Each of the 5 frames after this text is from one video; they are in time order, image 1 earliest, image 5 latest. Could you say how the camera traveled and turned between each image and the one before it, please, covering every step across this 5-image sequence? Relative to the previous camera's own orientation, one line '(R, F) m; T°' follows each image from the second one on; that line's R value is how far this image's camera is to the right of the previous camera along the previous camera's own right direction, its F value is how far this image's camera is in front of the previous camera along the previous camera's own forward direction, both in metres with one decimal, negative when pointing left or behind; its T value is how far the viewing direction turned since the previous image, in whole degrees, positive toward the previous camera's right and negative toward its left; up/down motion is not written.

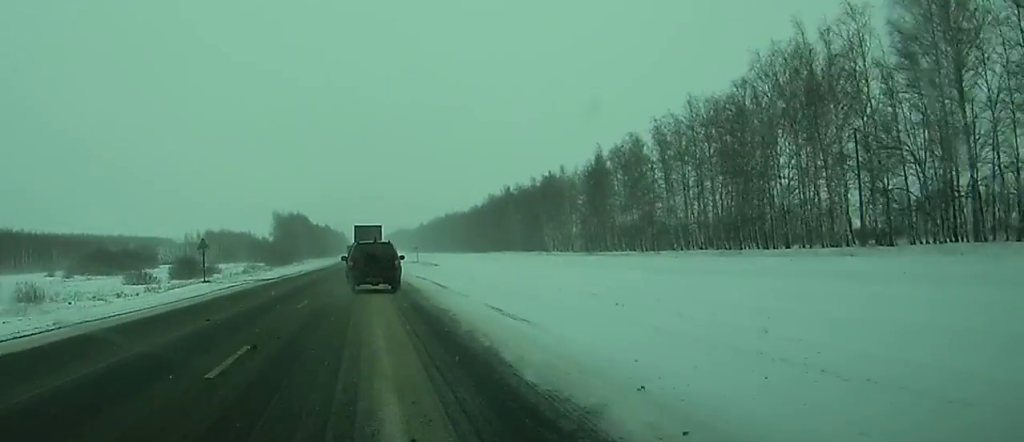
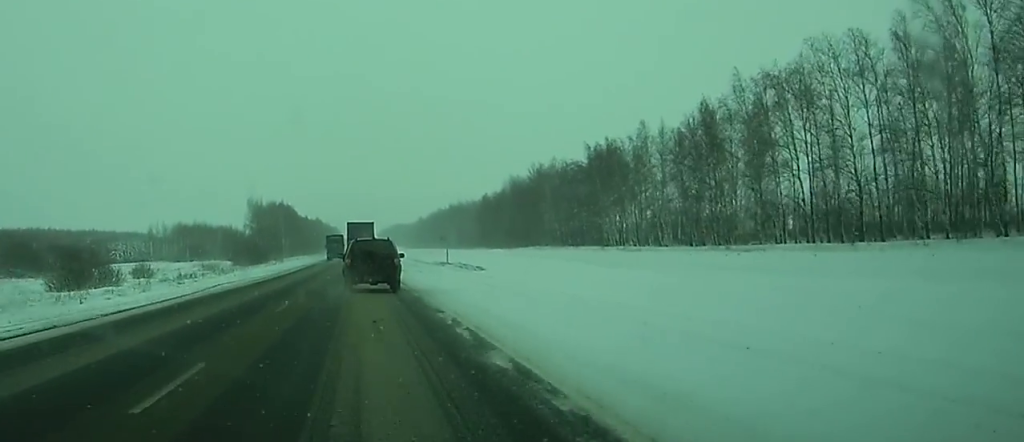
(-0.4, +50.5) m; 0°
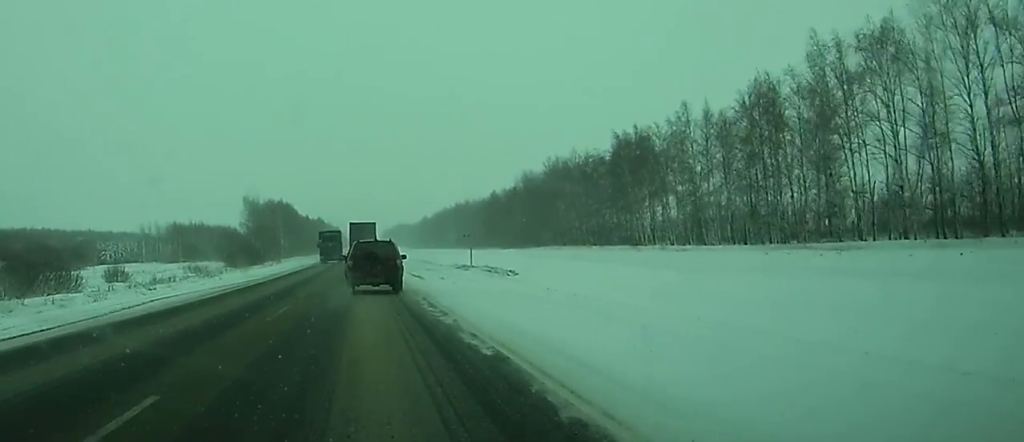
(+0.1, +14.4) m; 0°
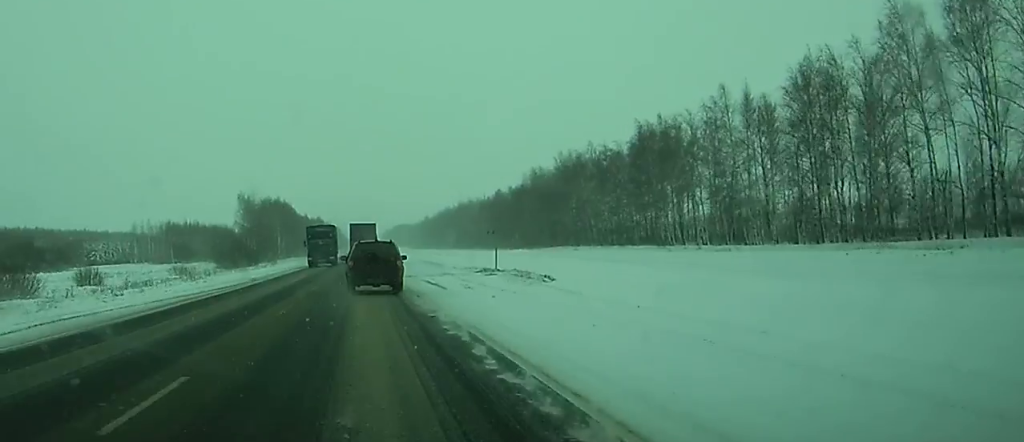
(0.0, +10.9) m; 0°
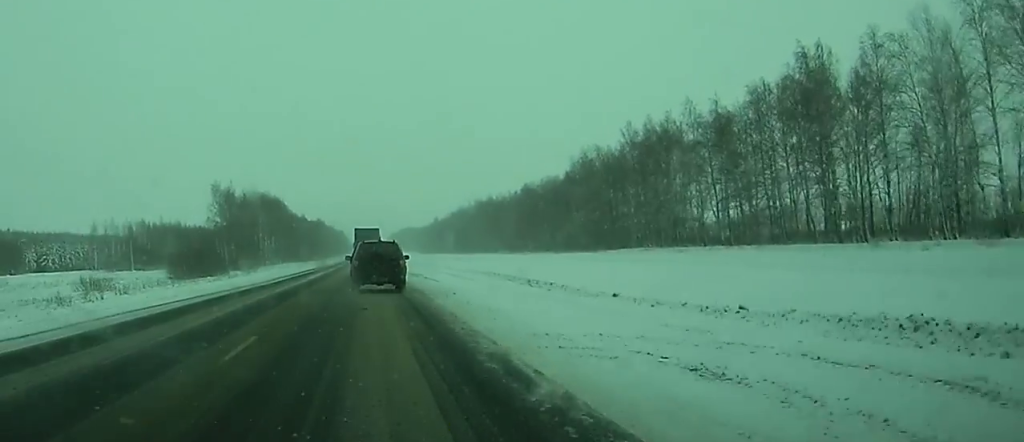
(-0.3, +43.8) m; -1°
